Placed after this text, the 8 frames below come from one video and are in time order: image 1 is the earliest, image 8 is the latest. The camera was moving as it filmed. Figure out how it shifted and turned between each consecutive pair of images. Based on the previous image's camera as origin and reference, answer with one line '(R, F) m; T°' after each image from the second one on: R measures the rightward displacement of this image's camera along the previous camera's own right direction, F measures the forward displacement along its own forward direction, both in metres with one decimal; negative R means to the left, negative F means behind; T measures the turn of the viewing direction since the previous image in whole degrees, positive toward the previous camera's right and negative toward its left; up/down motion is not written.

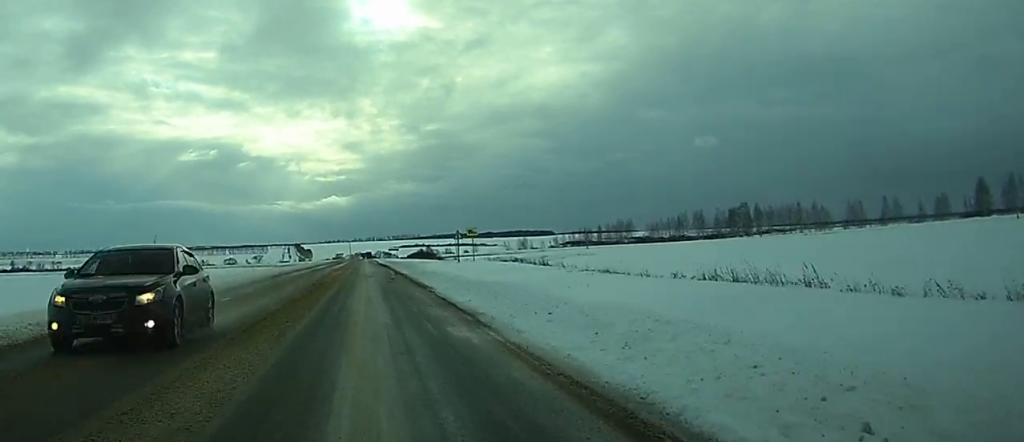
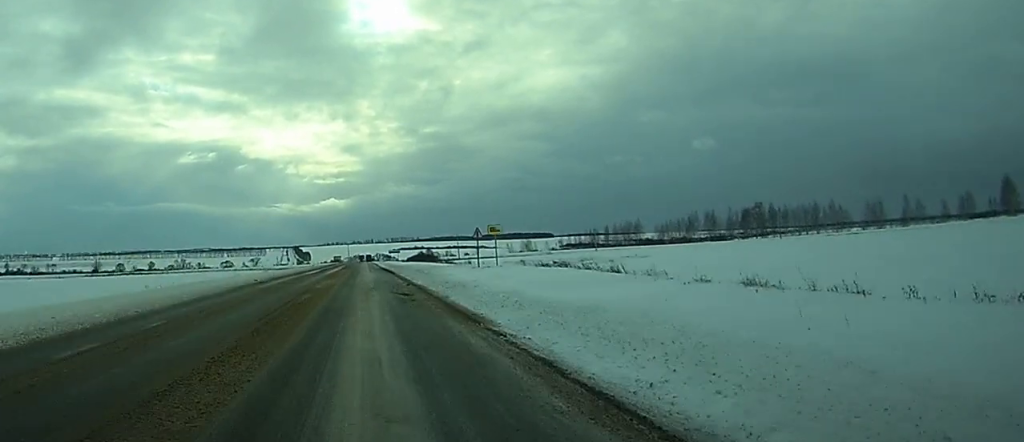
(0.0, +13.0) m; 0°
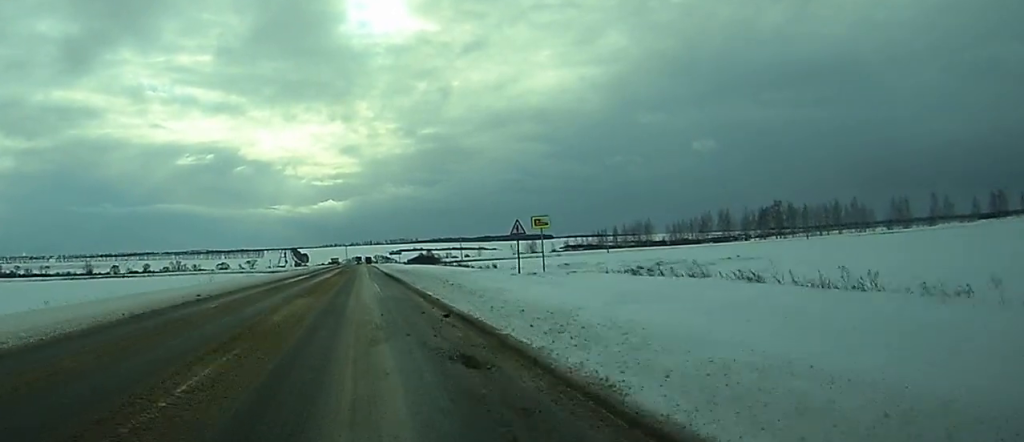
(+0.1, +15.9) m; 0°
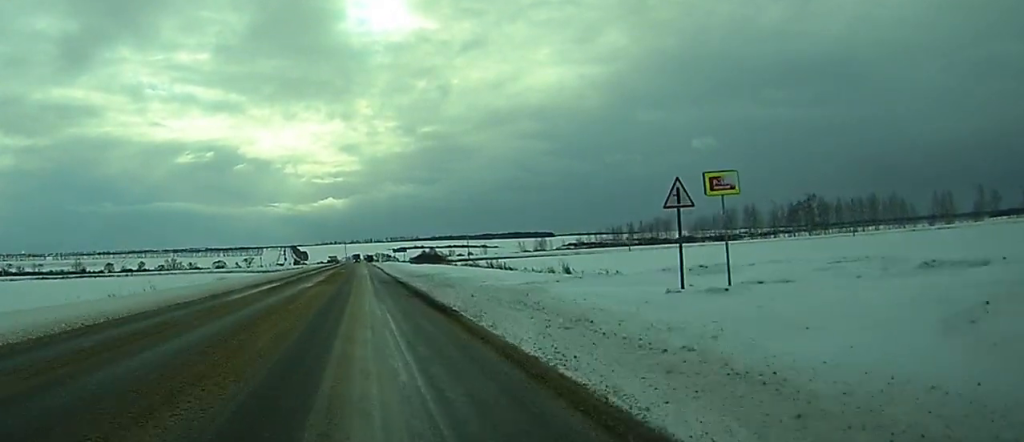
(+0.1, +22.4) m; 0°
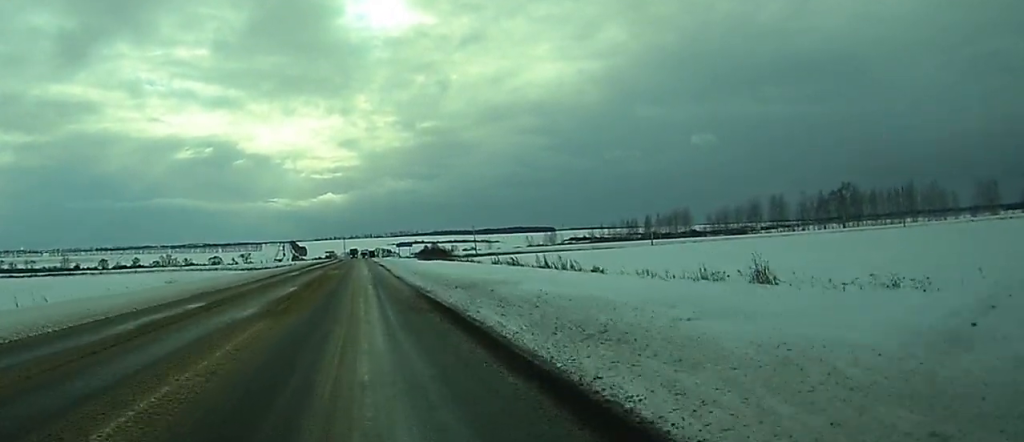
(0.0, +20.6) m; 0°
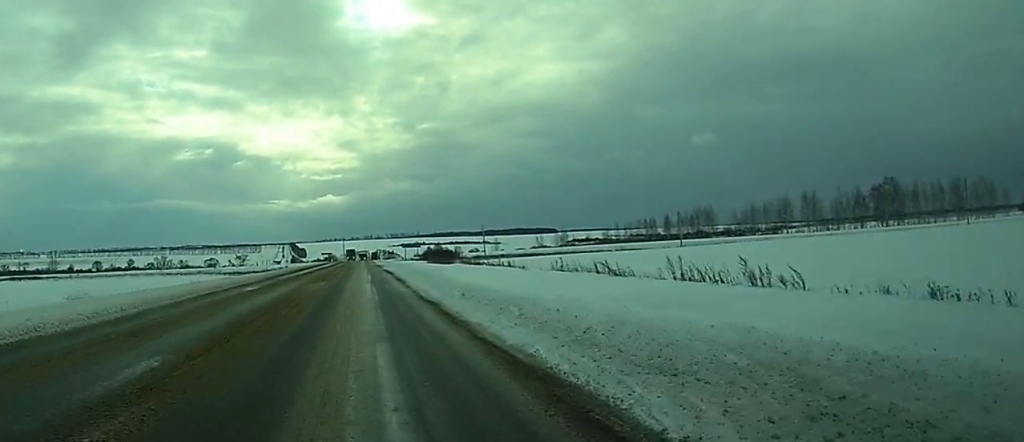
(0.0, +21.7) m; 0°
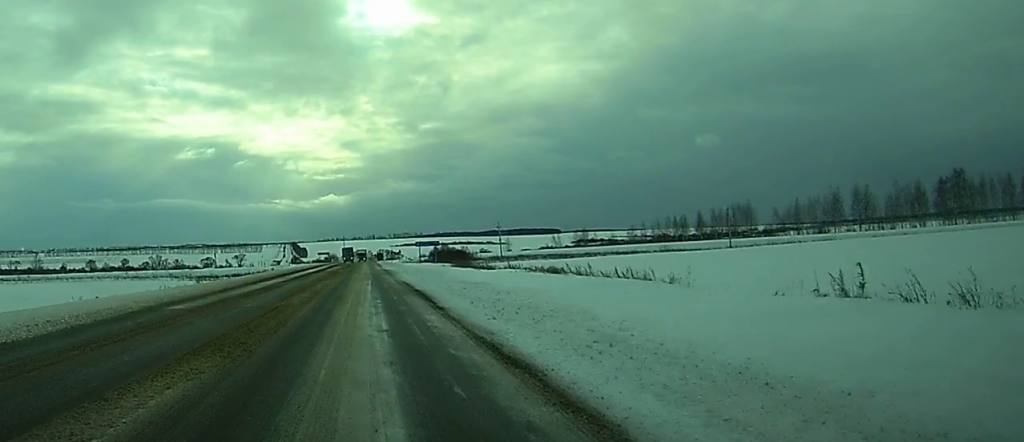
(0.0, +28.4) m; 0°
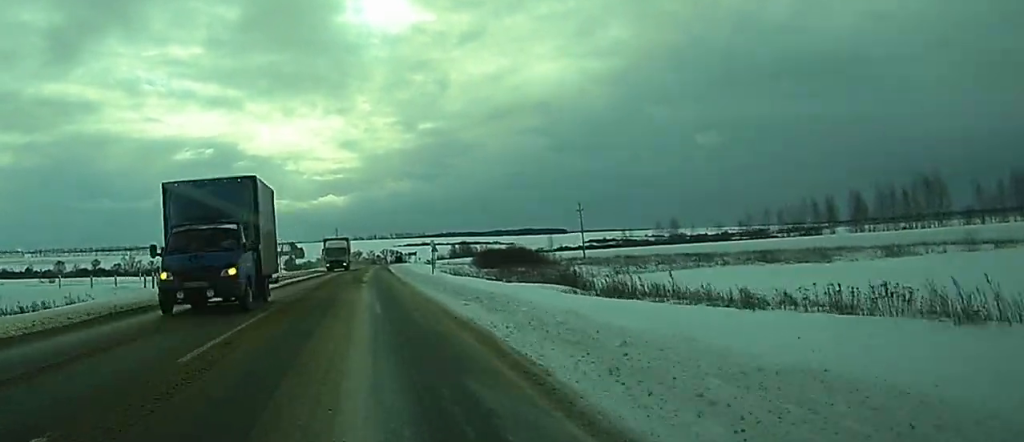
(+0.4, +94.9) m; 0°
